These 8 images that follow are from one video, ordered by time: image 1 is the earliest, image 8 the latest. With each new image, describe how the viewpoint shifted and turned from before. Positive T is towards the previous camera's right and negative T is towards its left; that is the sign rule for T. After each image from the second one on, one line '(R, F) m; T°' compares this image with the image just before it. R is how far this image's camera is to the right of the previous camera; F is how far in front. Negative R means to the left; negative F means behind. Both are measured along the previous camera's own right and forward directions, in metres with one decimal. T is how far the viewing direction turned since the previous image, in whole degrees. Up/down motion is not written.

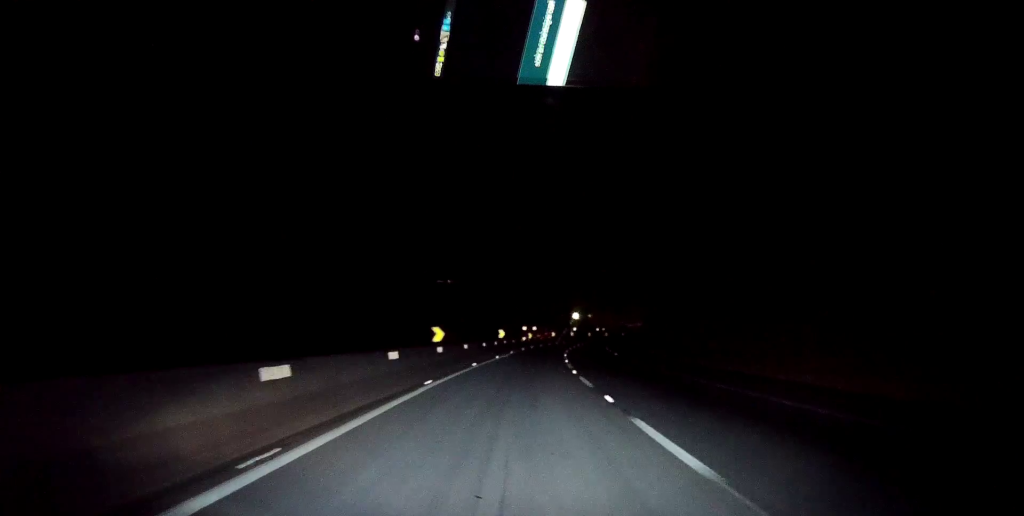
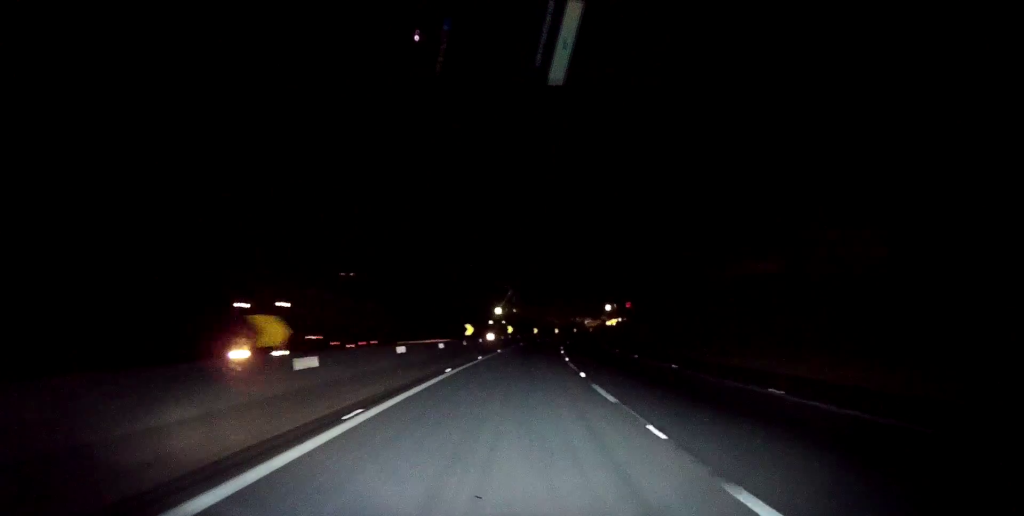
(+4.1, +77.3) m; +7°
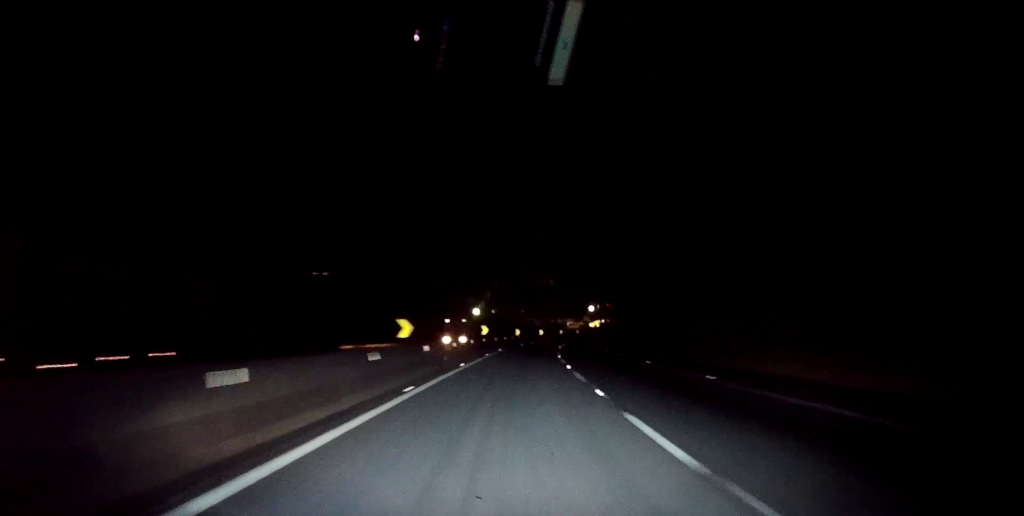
(+0.6, +18.3) m; +1°
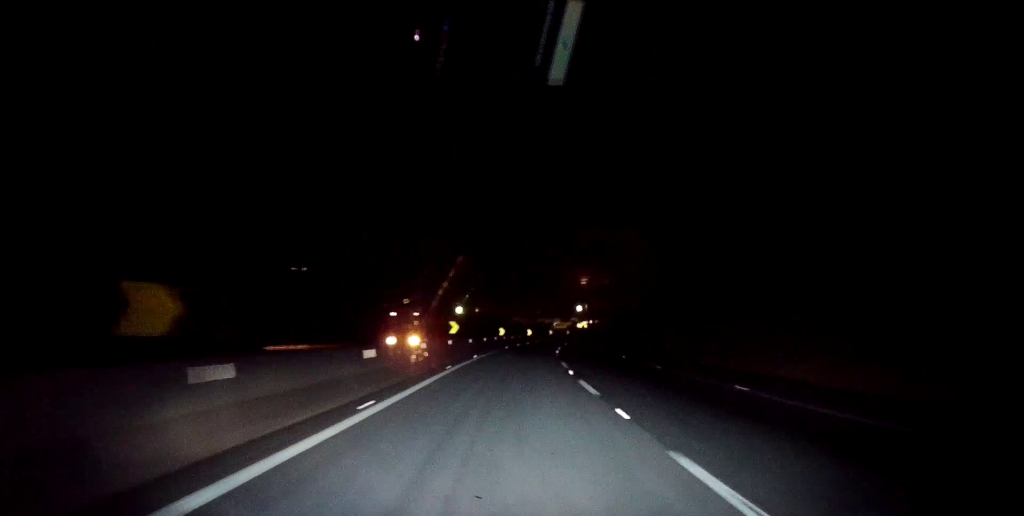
(+0.4, +15.8) m; +1°
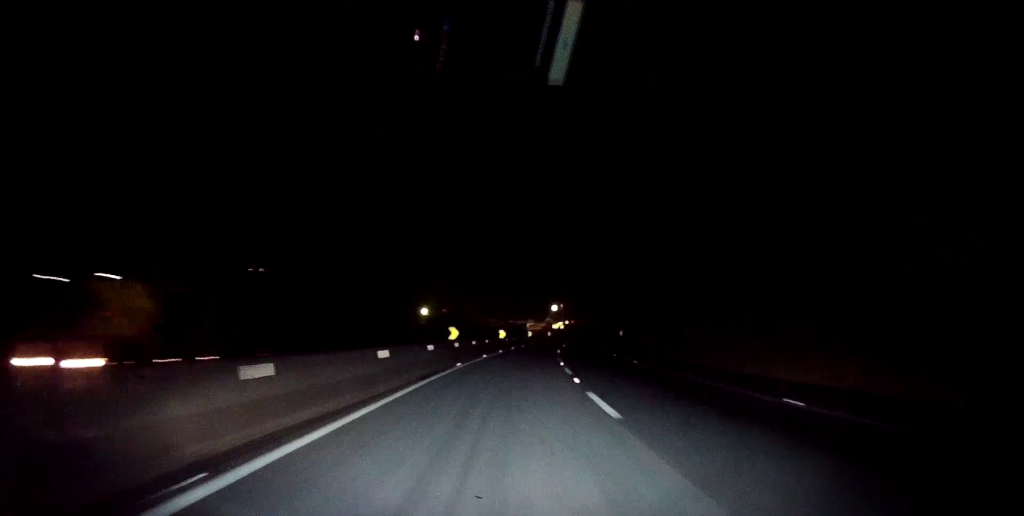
(+0.3, +29.3) m; +2°
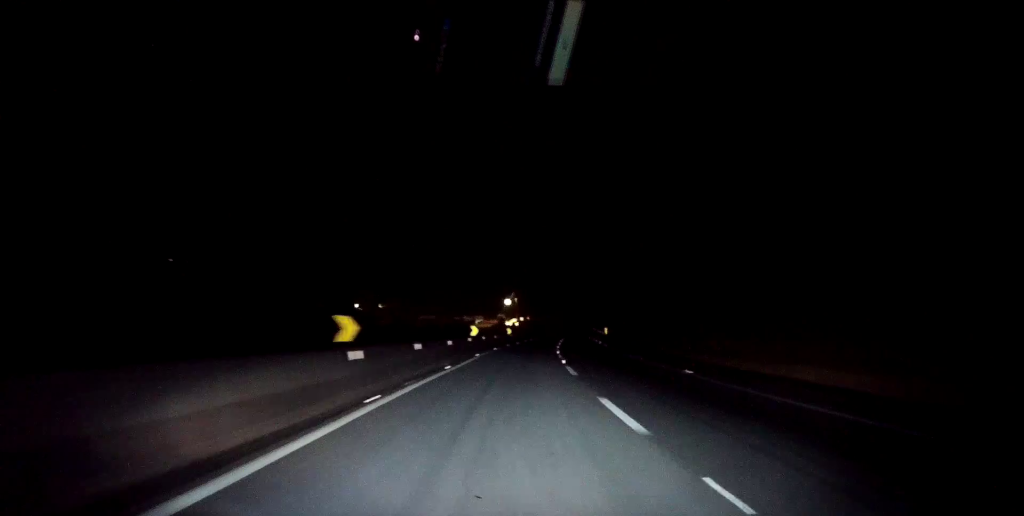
(+1.3, +50.2) m; +4°
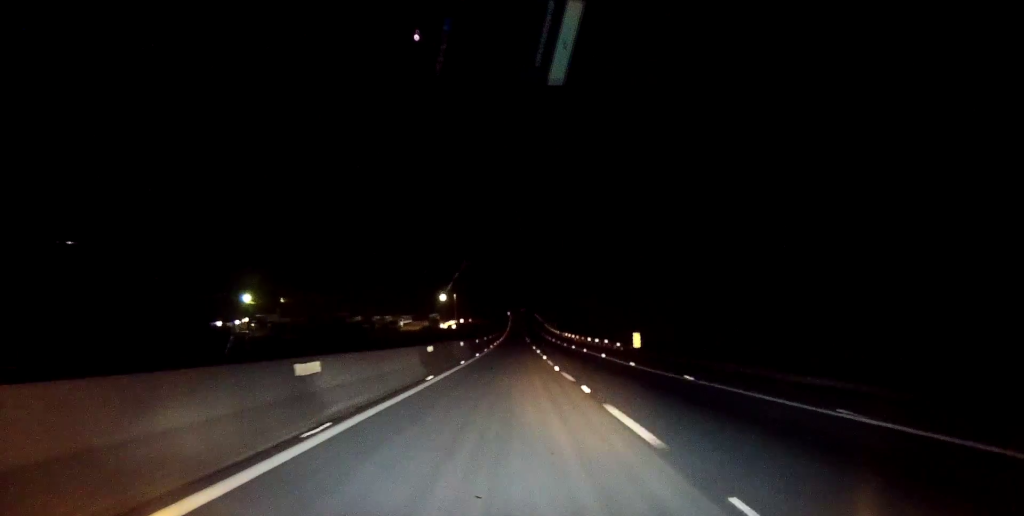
(+3.3, +73.1) m; +4°
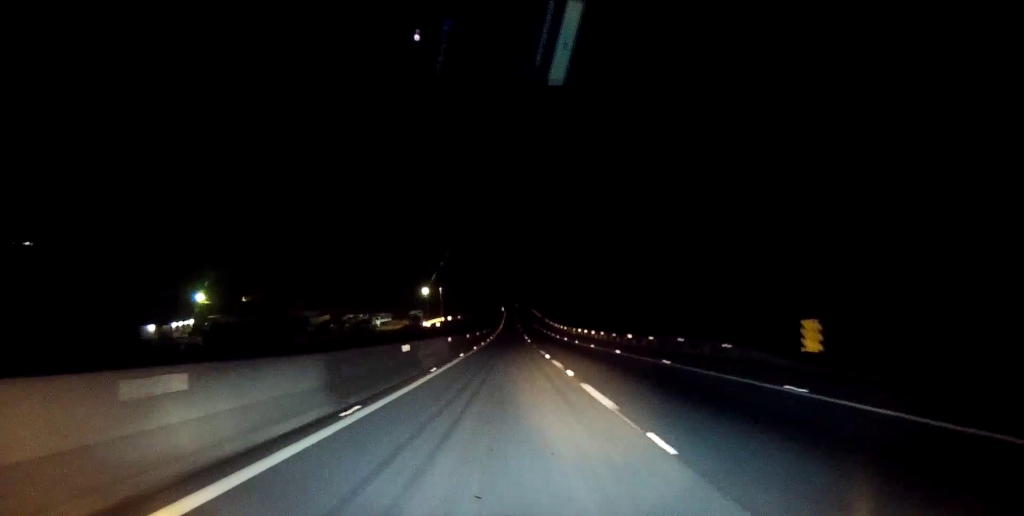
(+0.3, +33.1) m; +1°
